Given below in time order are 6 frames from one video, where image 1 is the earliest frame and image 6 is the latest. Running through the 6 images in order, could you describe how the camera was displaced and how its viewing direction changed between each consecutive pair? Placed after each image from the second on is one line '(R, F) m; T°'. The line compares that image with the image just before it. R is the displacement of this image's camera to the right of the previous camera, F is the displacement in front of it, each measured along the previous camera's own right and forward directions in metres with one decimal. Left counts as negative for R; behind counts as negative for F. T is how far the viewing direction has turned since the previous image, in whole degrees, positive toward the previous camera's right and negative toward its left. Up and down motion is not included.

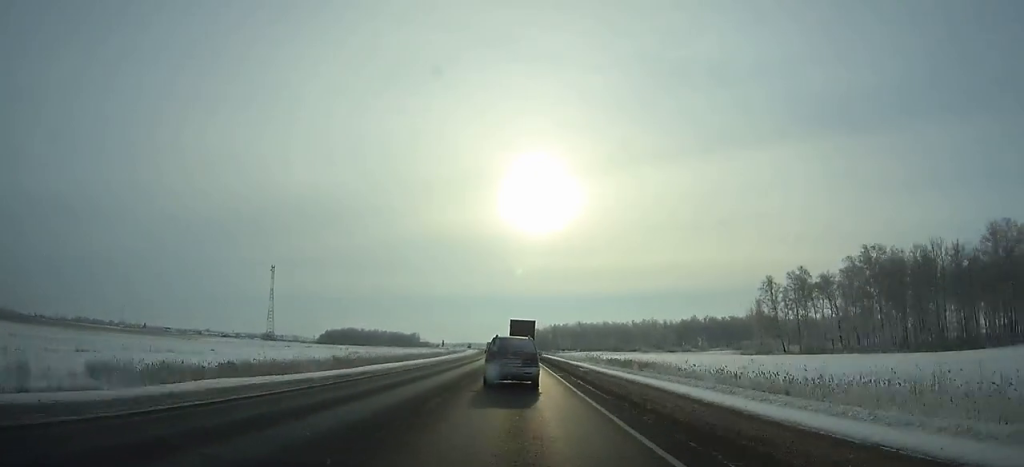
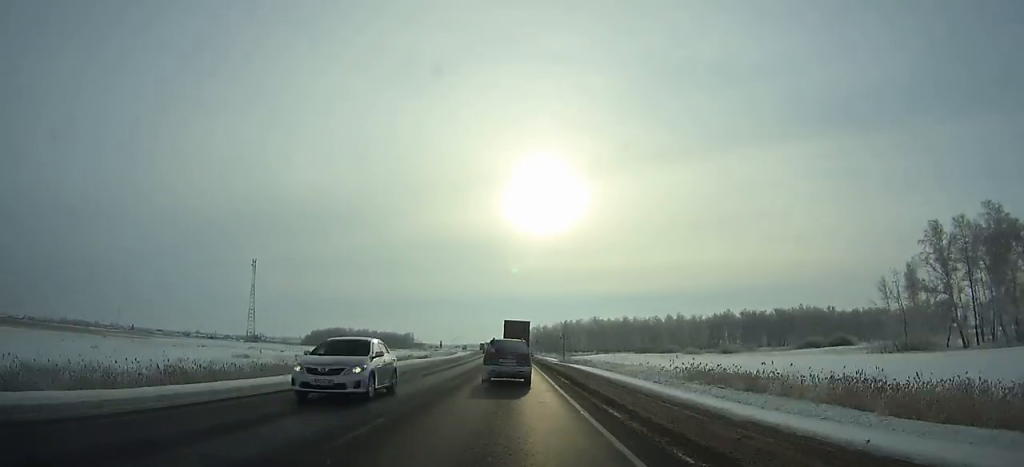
(-0.2, +53.2) m; -1°
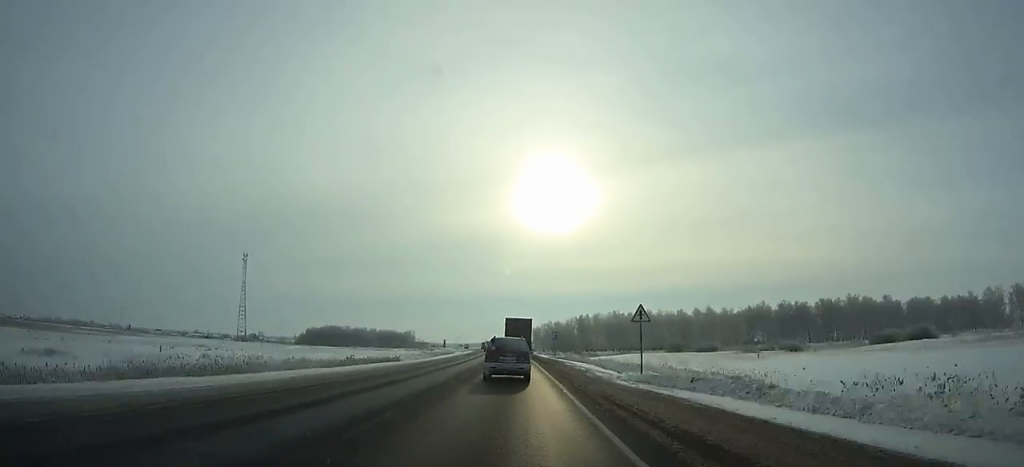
(-0.4, +34.6) m; -1°
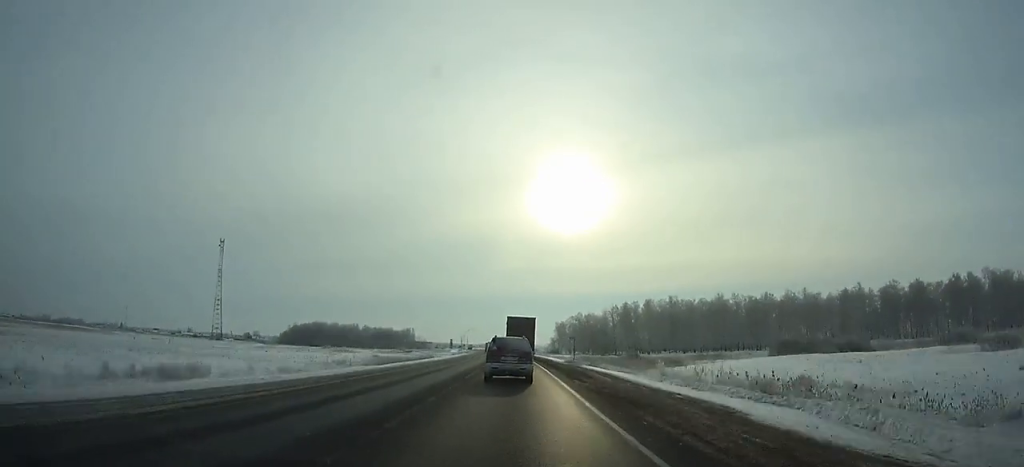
(-0.9, +68.4) m; -1°
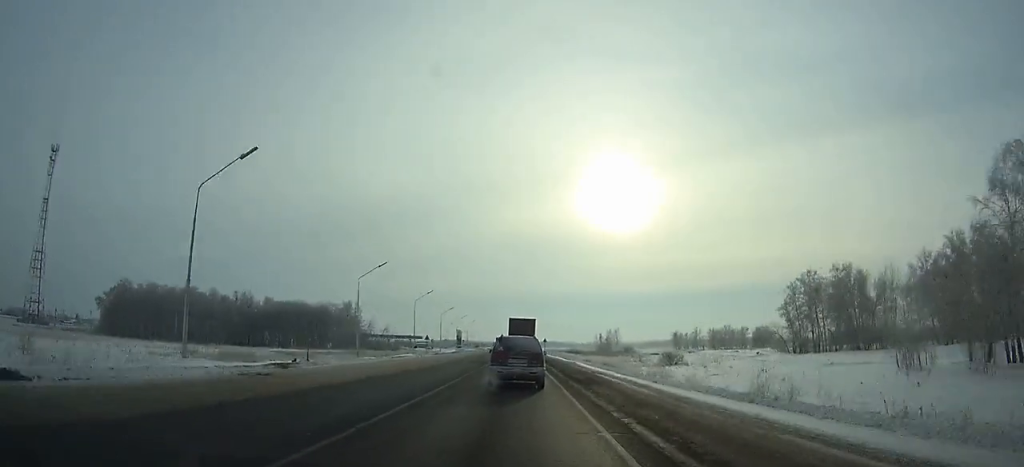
(-9.2, +218.0) m; -4°
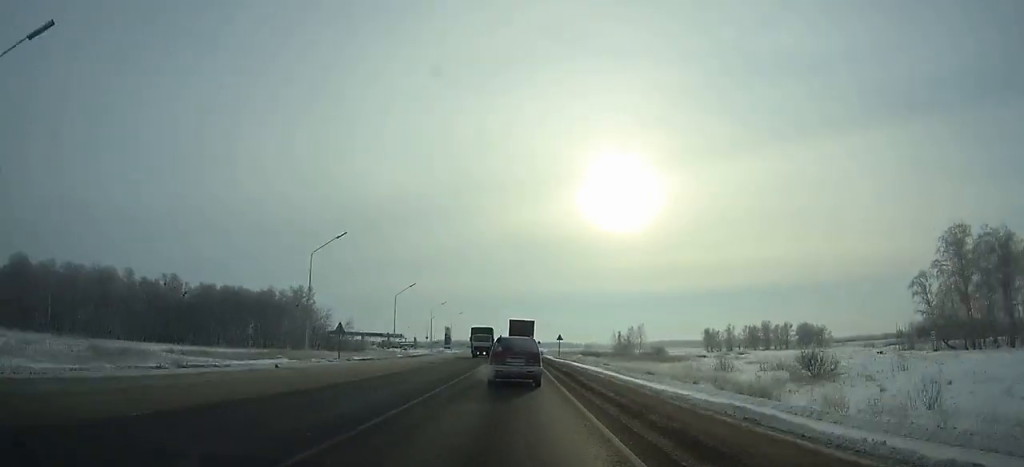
(0.0, +41.8) m; 0°
